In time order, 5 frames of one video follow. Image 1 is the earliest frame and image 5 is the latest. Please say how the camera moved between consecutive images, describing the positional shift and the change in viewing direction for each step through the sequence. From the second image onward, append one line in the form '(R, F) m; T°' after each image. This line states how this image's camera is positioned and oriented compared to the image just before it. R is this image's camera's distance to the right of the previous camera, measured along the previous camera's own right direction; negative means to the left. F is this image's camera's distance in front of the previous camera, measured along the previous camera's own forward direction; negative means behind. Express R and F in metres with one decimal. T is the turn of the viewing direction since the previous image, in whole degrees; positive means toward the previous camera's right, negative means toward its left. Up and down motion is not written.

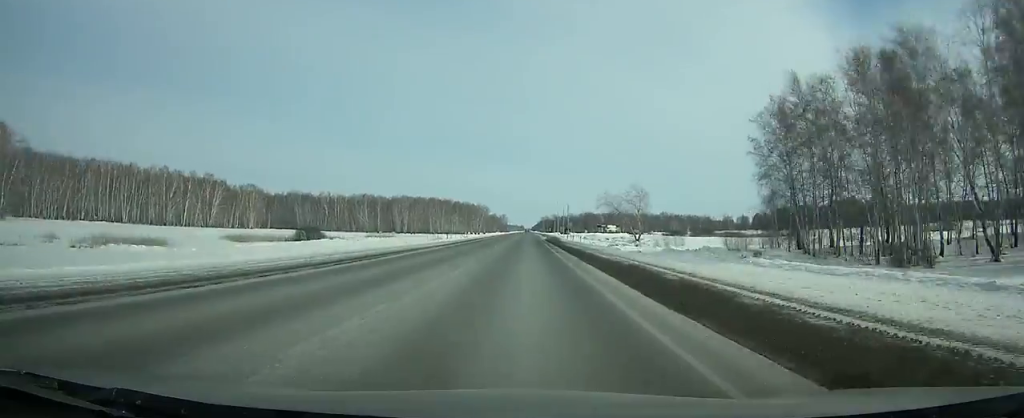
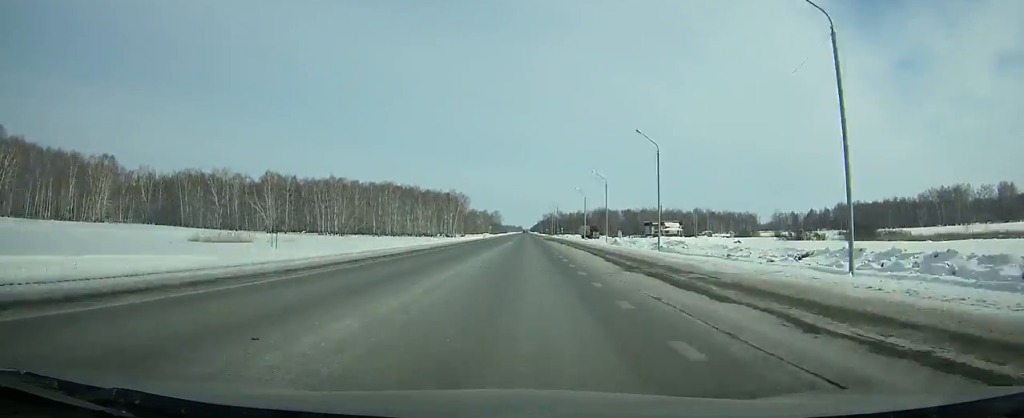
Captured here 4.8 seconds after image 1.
(-1.0, +127.4) m; 0°
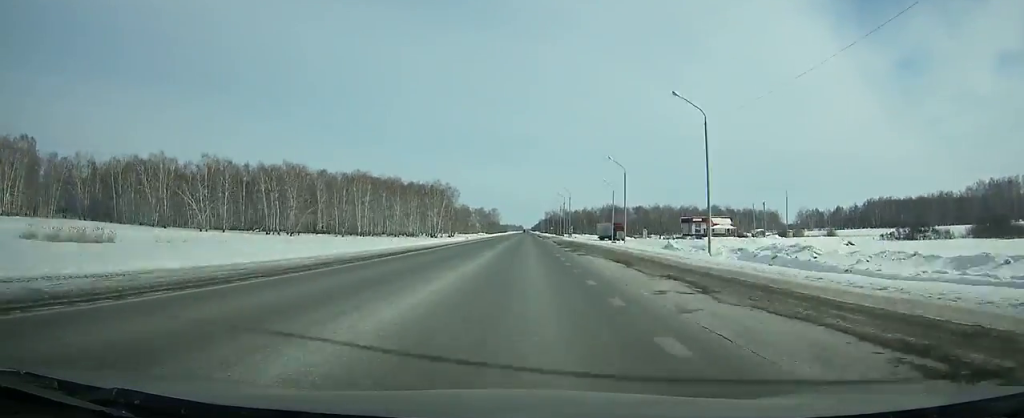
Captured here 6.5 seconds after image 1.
(0.0, +44.3) m; 0°
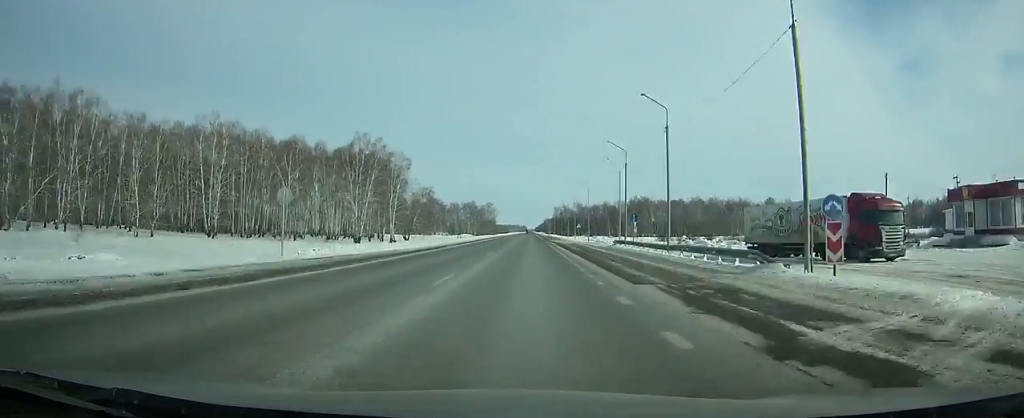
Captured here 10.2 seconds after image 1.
(-0.2, +96.0) m; 0°
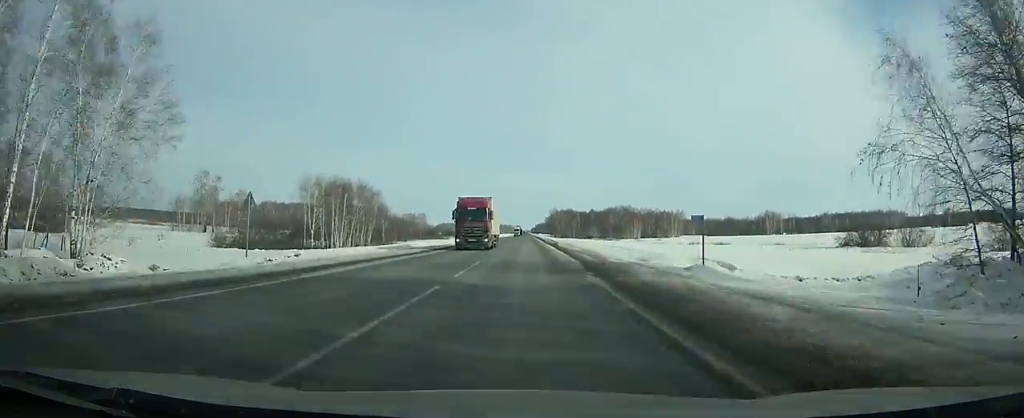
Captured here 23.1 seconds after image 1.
(+2.0, +338.3) m; +1°
